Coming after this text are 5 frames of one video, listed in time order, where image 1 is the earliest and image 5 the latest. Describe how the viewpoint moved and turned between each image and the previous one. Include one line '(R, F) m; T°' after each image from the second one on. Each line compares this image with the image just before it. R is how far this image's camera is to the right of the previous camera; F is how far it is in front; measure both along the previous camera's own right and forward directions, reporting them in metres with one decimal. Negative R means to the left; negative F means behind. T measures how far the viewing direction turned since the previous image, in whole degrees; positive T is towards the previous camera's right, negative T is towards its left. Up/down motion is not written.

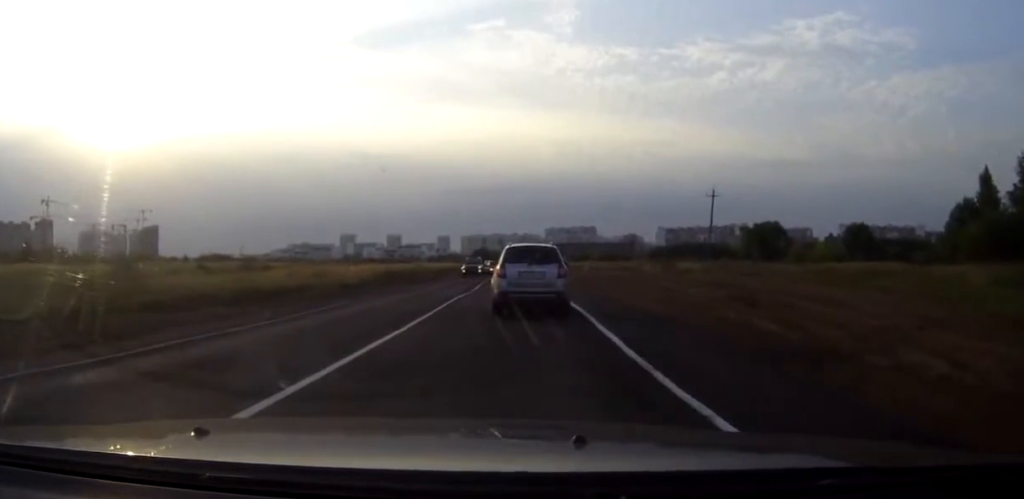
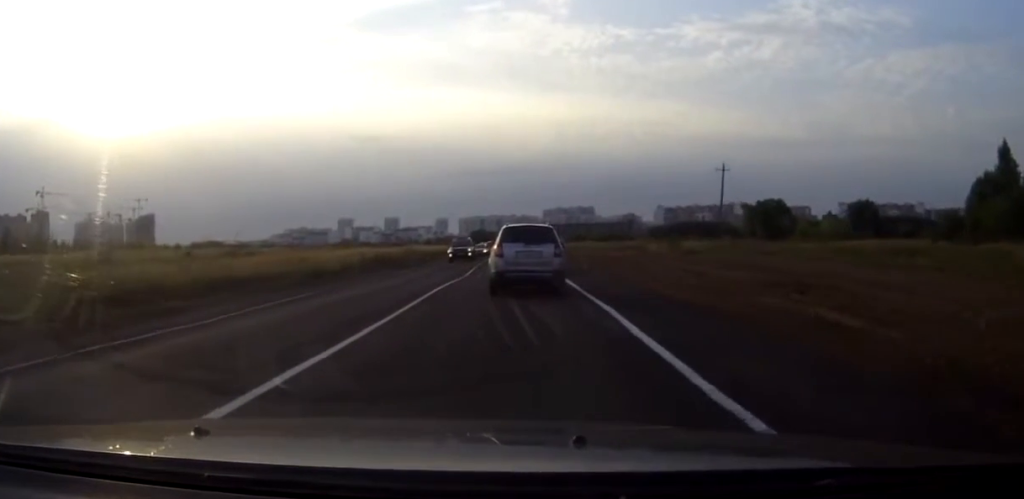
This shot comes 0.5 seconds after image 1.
(0.0, +4.8) m; 0°
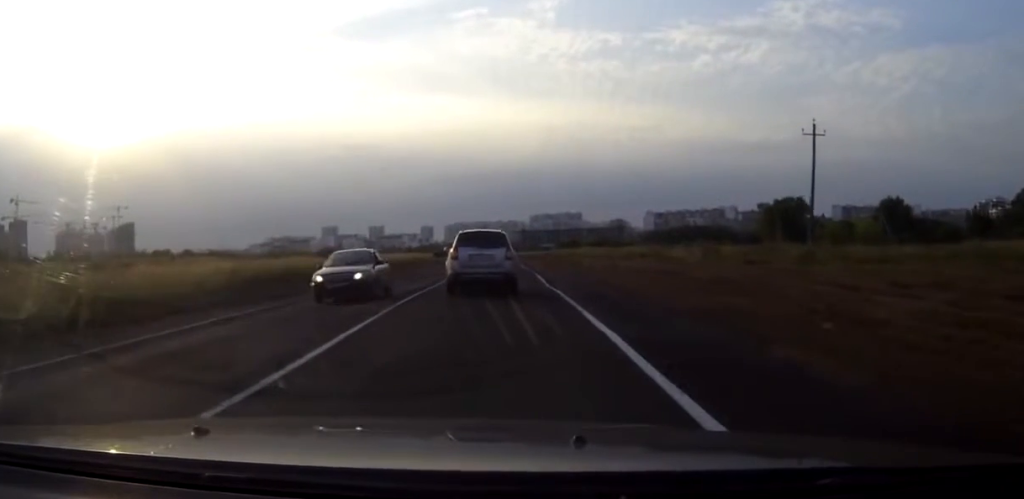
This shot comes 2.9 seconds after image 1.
(+0.1, +24.9) m; 0°
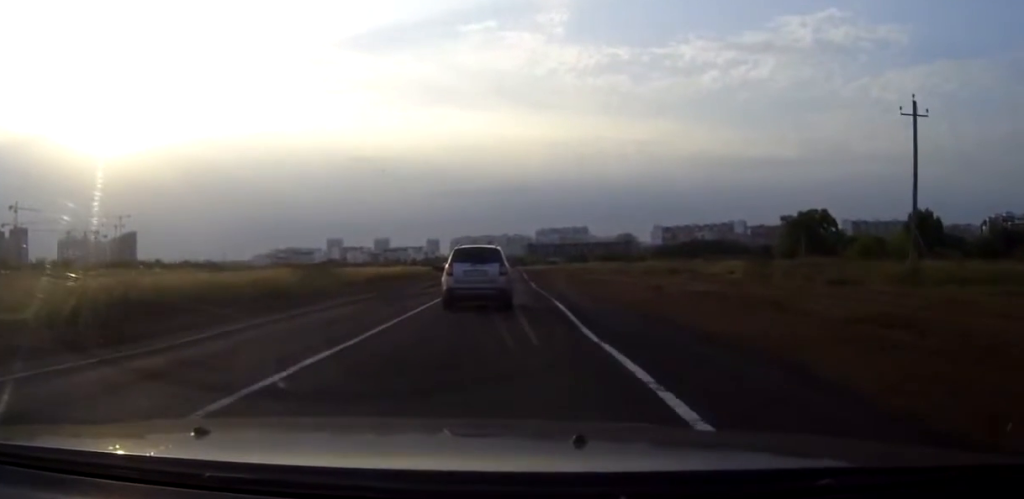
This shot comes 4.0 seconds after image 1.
(0.0, +11.5) m; 0°
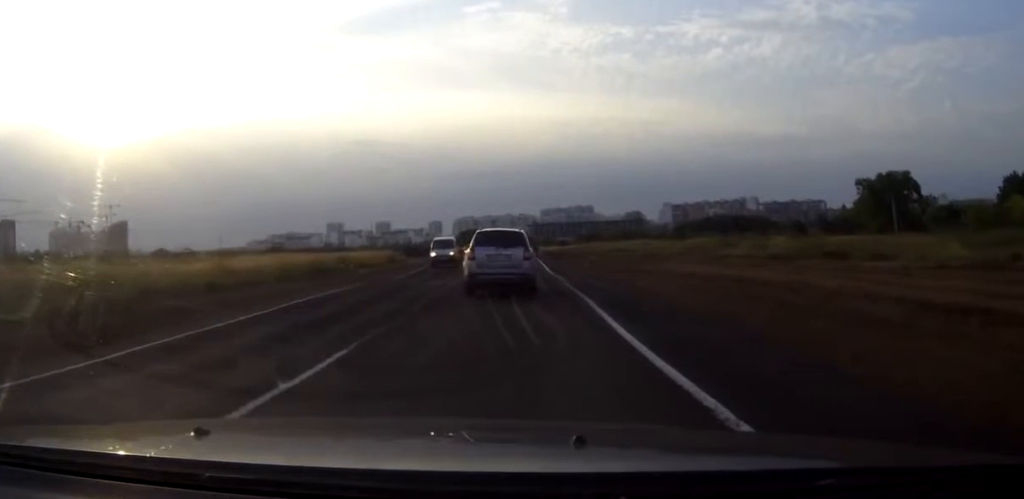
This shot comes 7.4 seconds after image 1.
(-0.3, +37.8) m; 0°
